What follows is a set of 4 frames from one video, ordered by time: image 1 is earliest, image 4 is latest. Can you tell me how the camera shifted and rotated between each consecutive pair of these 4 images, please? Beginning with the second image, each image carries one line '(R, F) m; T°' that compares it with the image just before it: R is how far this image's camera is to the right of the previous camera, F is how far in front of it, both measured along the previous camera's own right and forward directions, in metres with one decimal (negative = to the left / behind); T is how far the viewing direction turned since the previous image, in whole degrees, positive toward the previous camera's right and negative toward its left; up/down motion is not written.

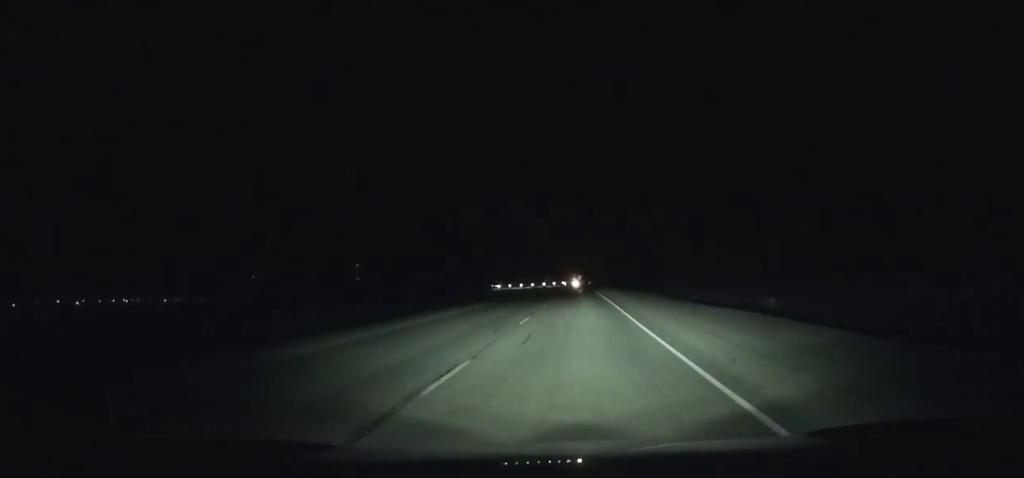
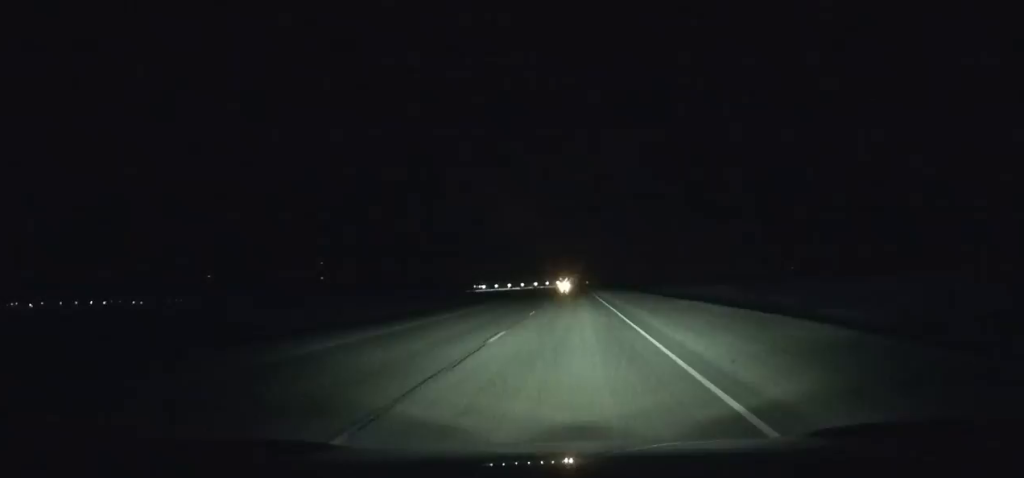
(+0.2, +161.8) m; 0°
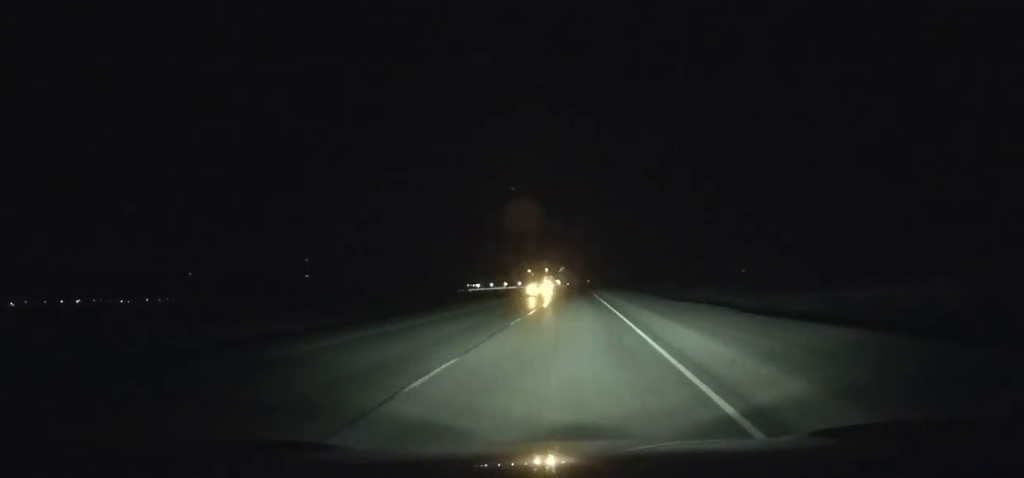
(0.0, +66.9) m; 0°
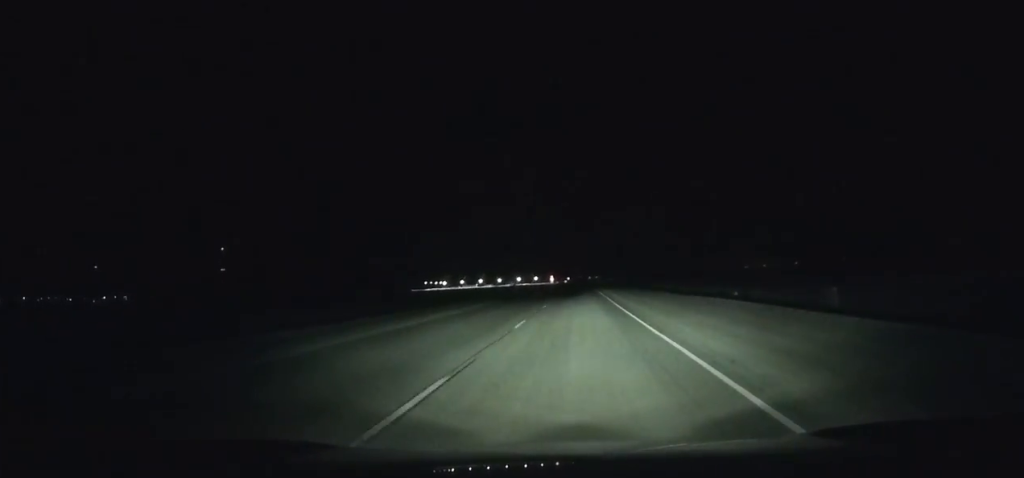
(-1.6, +254.4) m; 0°
